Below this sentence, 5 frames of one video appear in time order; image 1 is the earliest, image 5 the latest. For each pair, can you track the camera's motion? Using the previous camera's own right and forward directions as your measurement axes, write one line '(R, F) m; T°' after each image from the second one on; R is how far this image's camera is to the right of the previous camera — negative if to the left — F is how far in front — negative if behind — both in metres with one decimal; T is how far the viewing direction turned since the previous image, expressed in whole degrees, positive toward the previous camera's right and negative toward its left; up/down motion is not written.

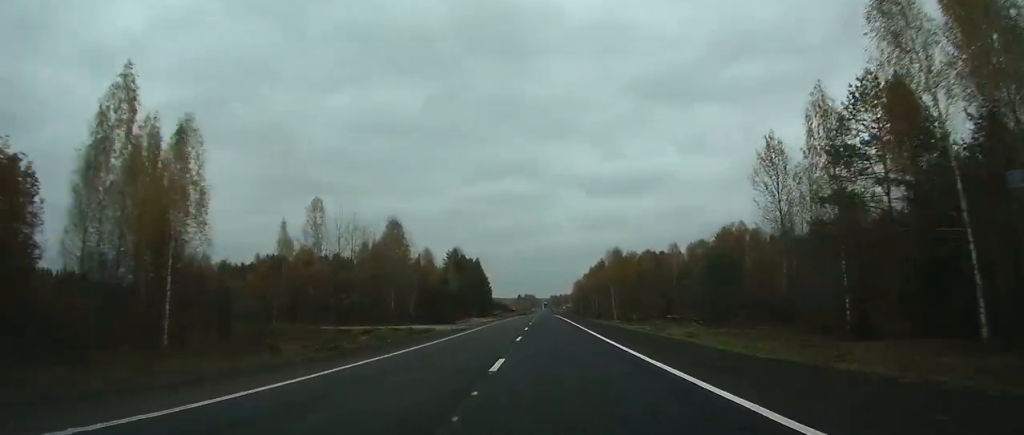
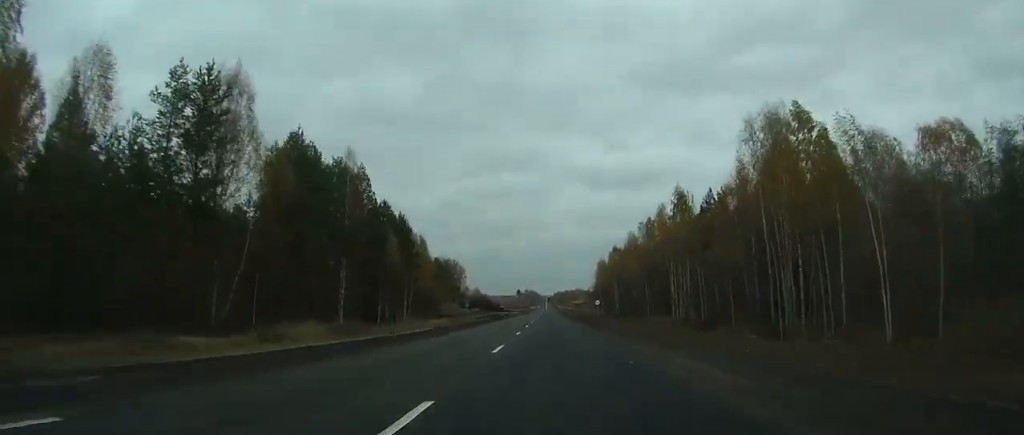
(+0.3, +121.6) m; 0°
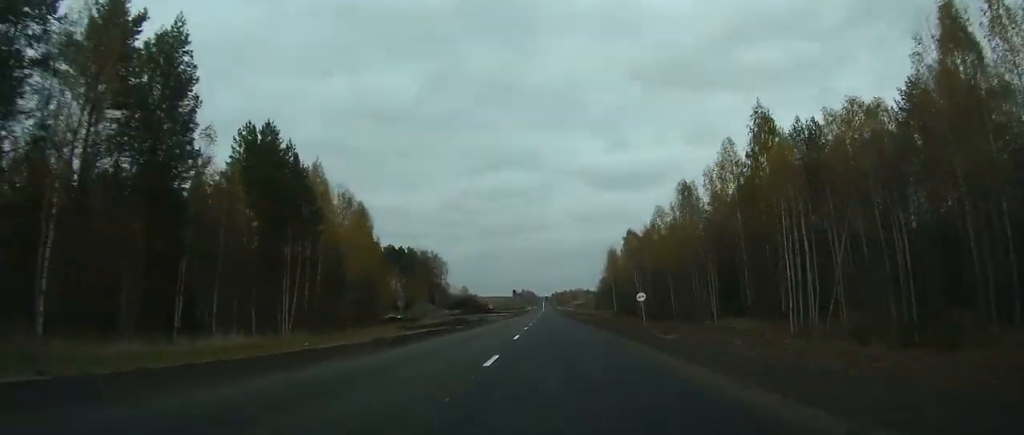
(0.0, +43.8) m; 0°
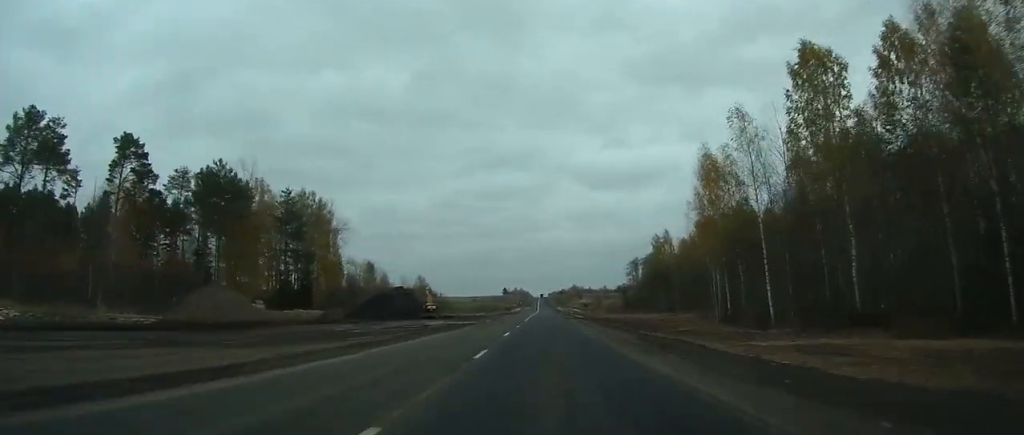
(+0.2, +112.5) m; 0°
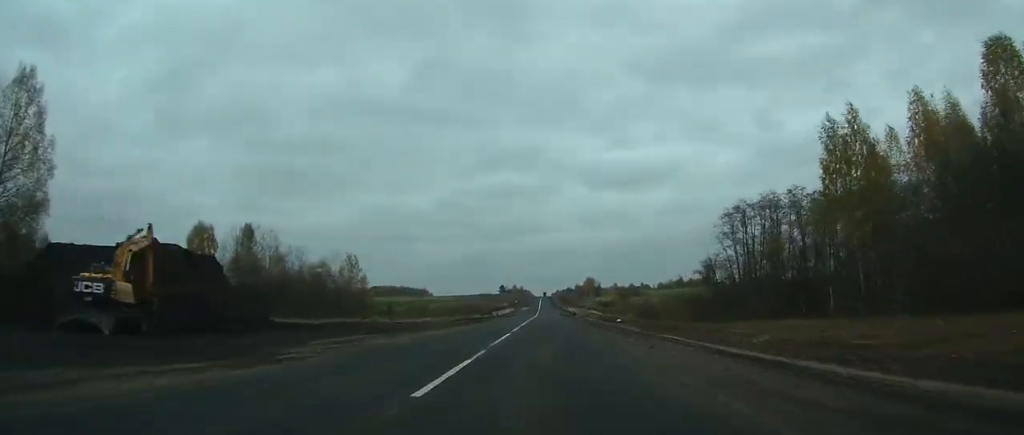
(-0.1, +82.7) m; 0°
